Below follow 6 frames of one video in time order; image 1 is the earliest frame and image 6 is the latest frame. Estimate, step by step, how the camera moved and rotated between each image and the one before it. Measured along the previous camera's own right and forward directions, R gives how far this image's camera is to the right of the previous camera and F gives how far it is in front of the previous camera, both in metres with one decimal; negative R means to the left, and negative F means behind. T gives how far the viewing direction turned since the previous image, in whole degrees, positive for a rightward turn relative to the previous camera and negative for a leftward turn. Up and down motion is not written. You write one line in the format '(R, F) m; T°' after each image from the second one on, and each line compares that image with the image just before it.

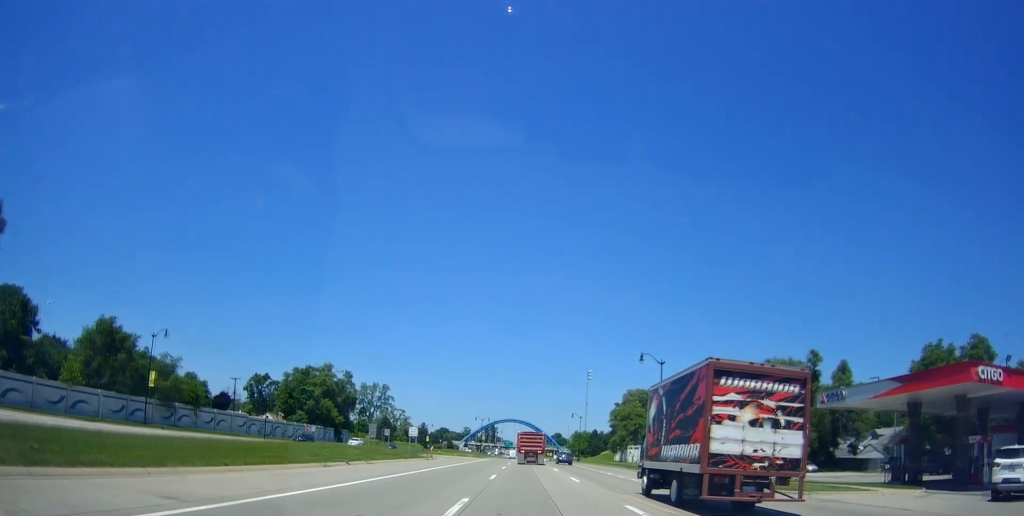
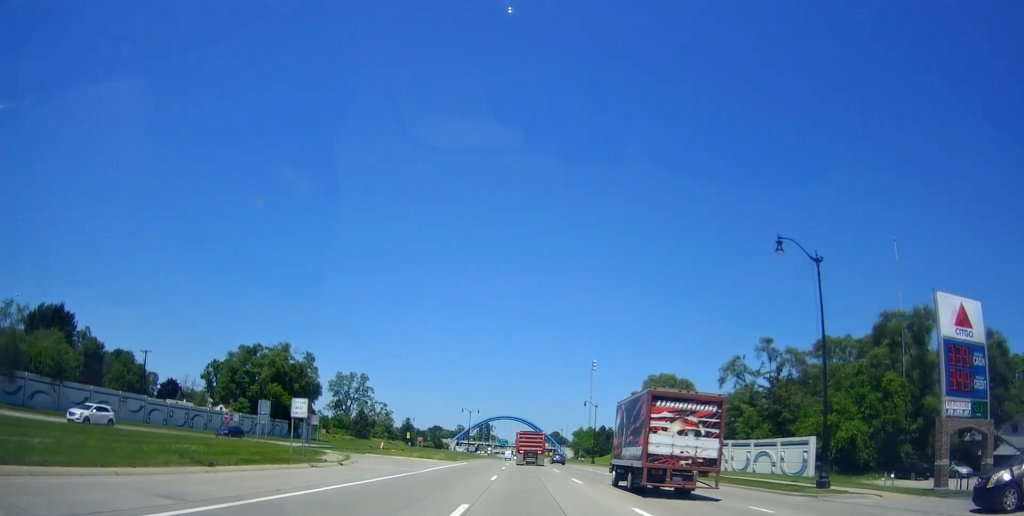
(+1.0, +31.6) m; +3°
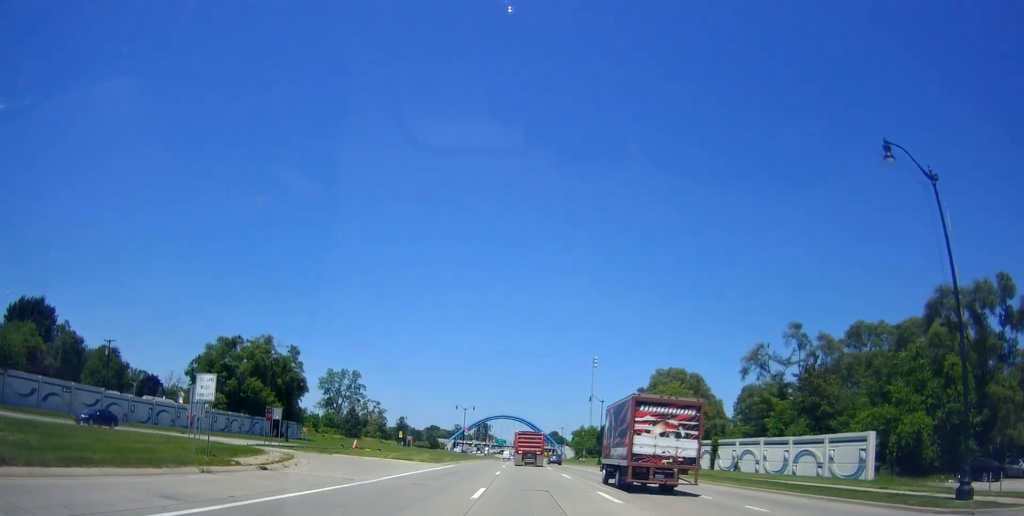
(0.0, +9.7) m; 0°
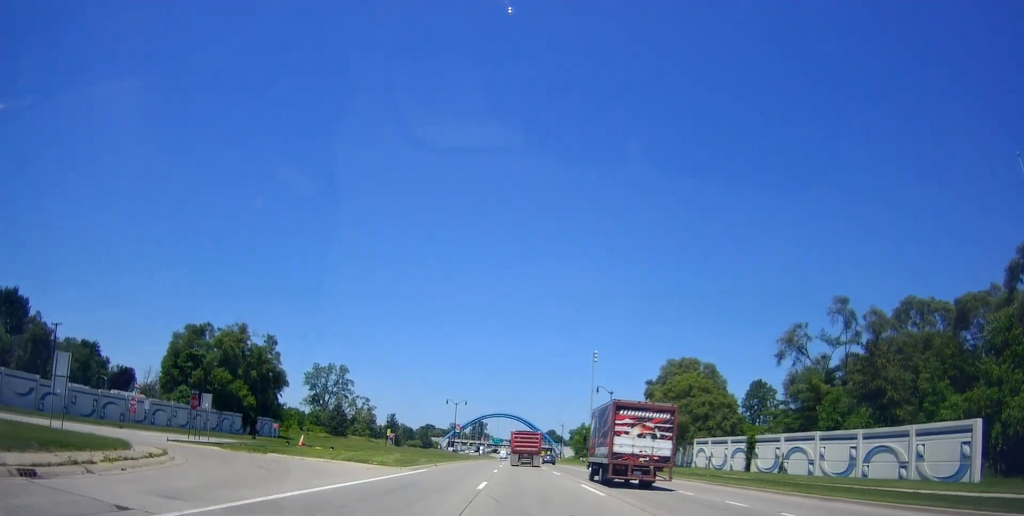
(0.0, +12.2) m; 0°
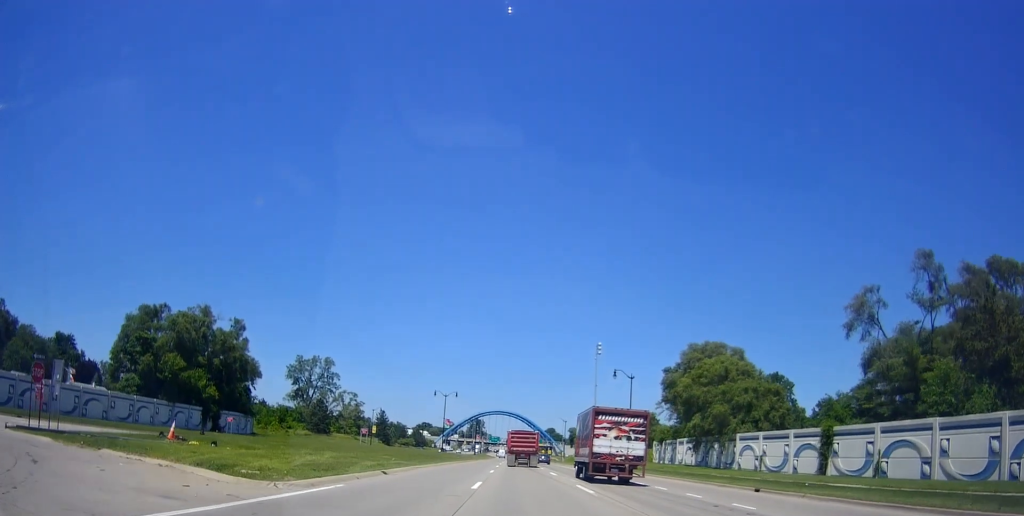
(0.0, +15.7) m; 0°
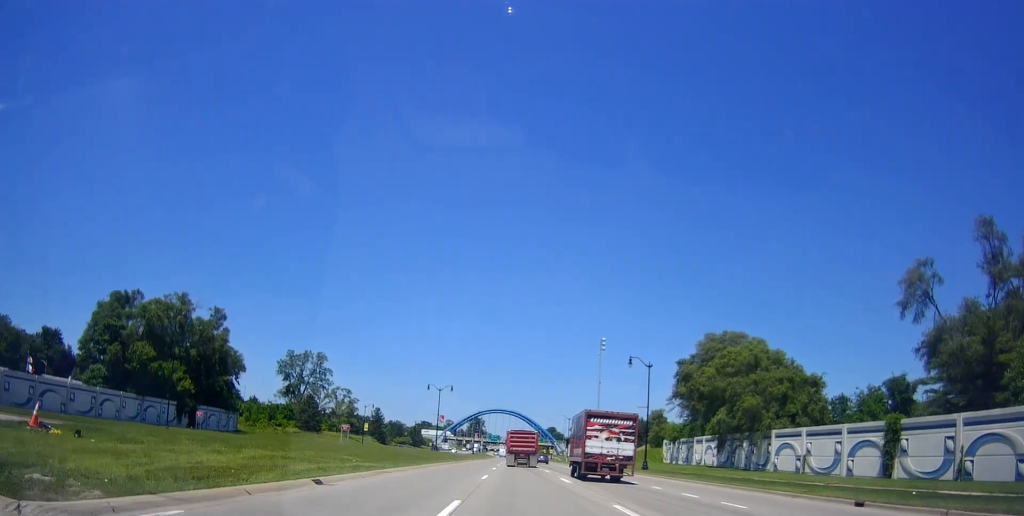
(0.0, +8.7) m; 0°
